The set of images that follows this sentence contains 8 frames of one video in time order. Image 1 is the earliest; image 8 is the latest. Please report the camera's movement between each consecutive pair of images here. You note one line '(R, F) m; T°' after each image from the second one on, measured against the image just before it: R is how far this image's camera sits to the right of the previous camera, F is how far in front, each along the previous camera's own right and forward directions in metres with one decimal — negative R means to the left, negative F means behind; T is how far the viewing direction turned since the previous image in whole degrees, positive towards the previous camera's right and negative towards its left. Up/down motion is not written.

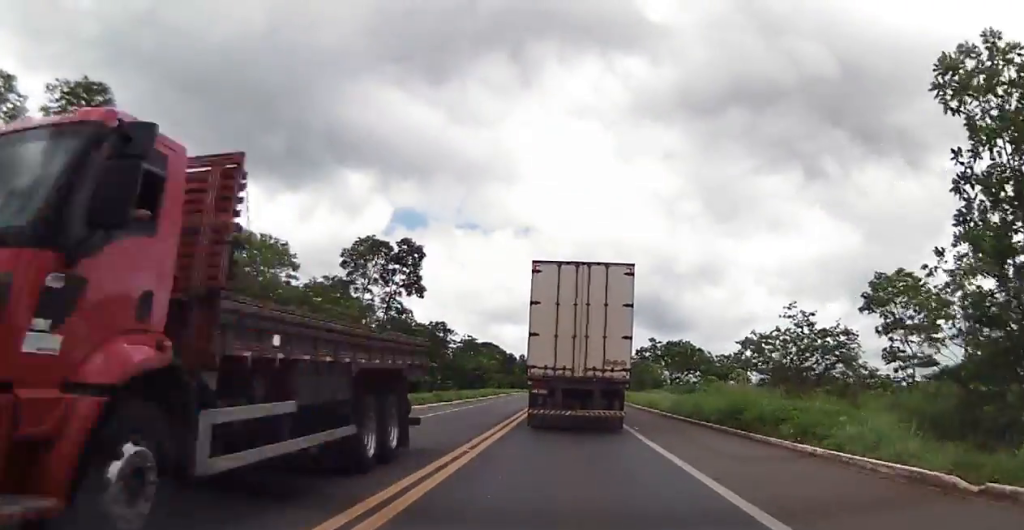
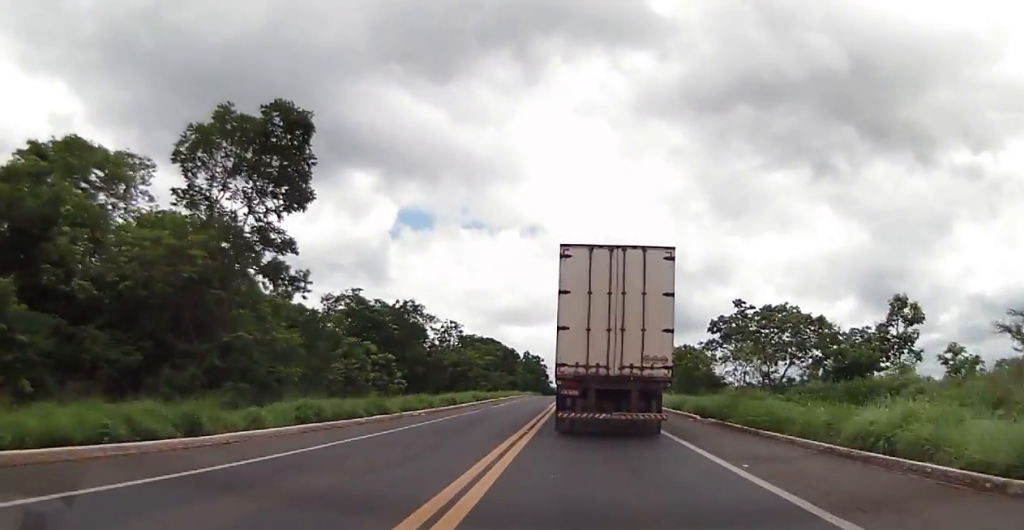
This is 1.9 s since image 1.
(-0.1, +25.9) m; -2°
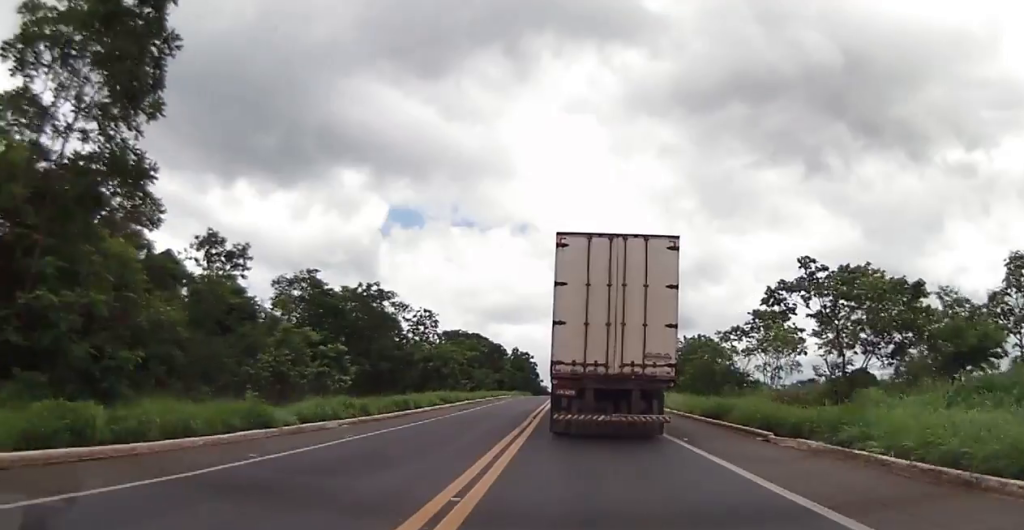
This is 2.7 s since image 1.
(-0.2, +10.6) m; 0°
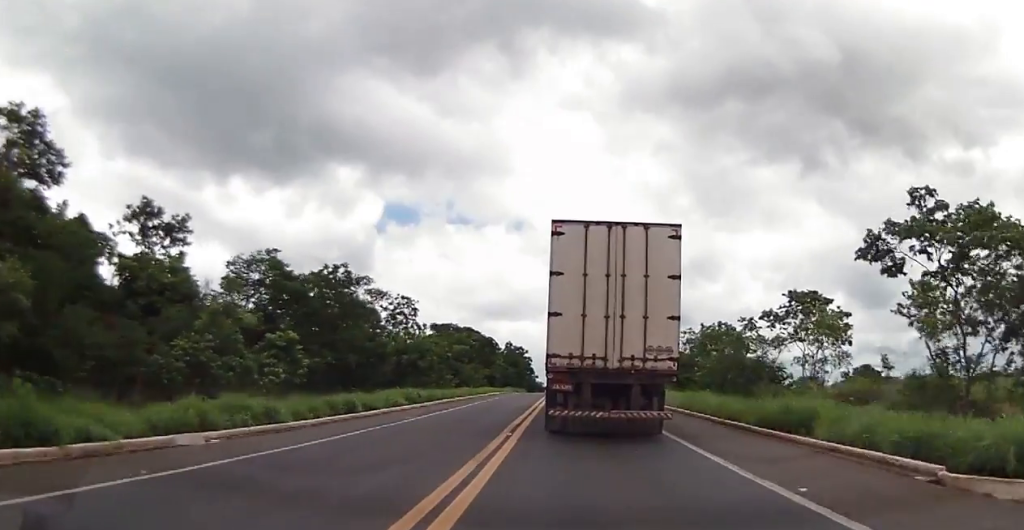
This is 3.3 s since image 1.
(-0.1, +8.3) m; +1°
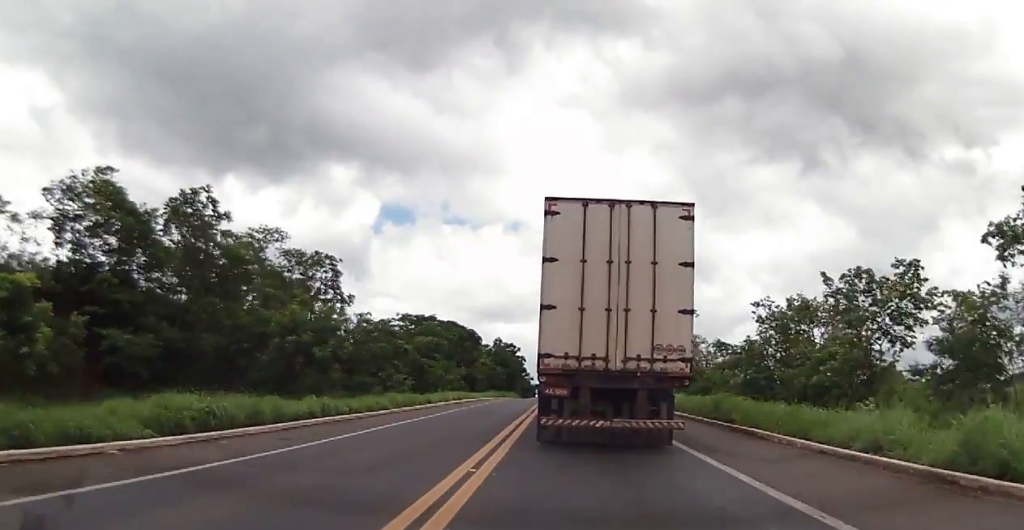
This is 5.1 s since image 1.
(+0.8, +22.2) m; +2°
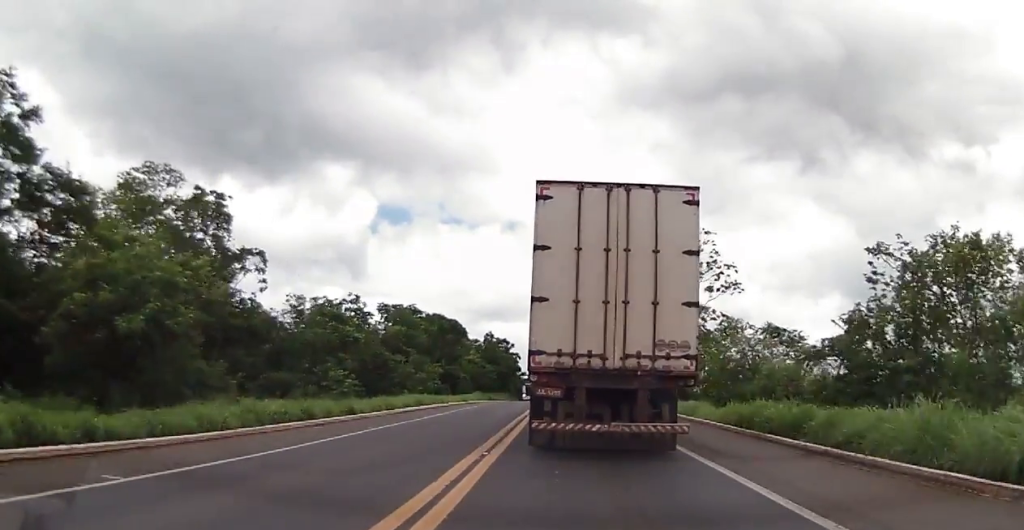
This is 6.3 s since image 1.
(-0.1, +15.0) m; -2°
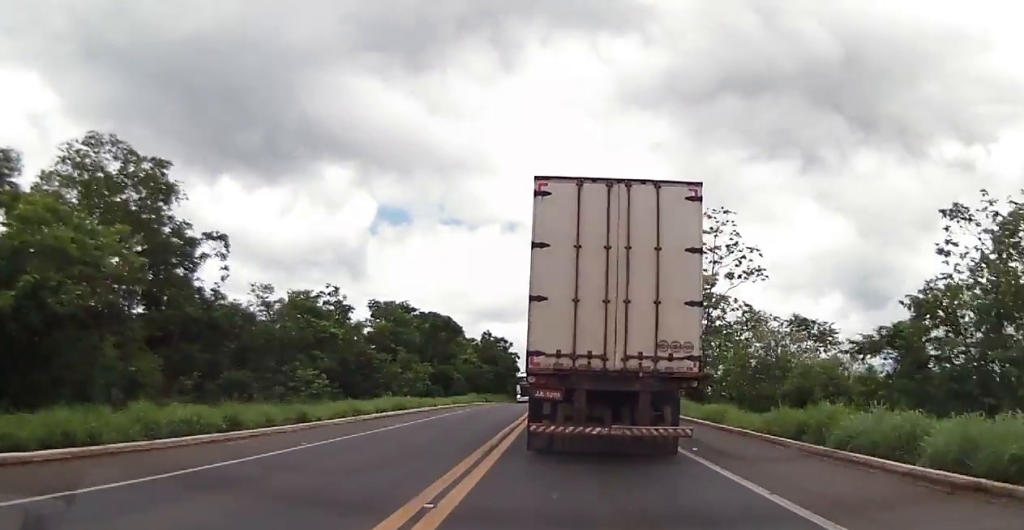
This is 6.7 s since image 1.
(-0.2, +5.0) m; 0°
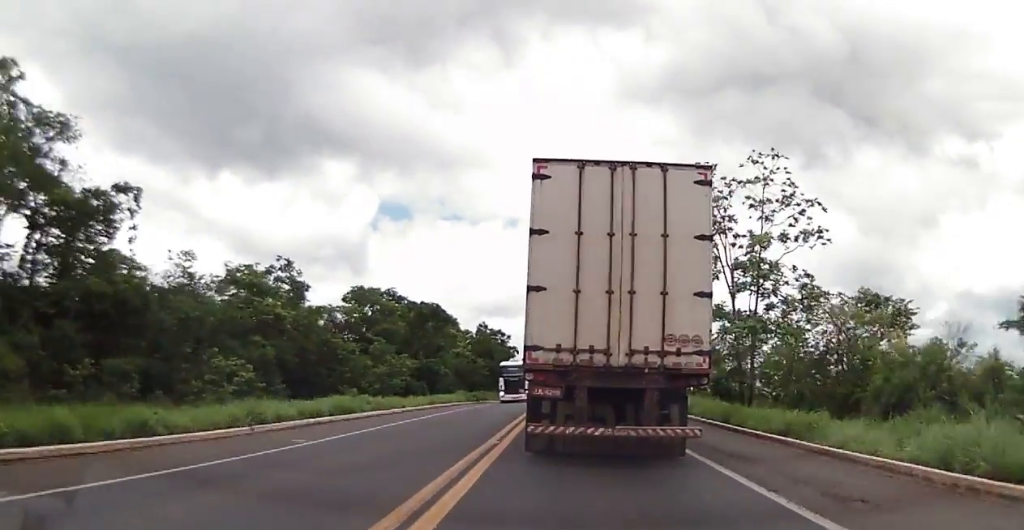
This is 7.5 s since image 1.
(0.0, +8.8) m; +1°
